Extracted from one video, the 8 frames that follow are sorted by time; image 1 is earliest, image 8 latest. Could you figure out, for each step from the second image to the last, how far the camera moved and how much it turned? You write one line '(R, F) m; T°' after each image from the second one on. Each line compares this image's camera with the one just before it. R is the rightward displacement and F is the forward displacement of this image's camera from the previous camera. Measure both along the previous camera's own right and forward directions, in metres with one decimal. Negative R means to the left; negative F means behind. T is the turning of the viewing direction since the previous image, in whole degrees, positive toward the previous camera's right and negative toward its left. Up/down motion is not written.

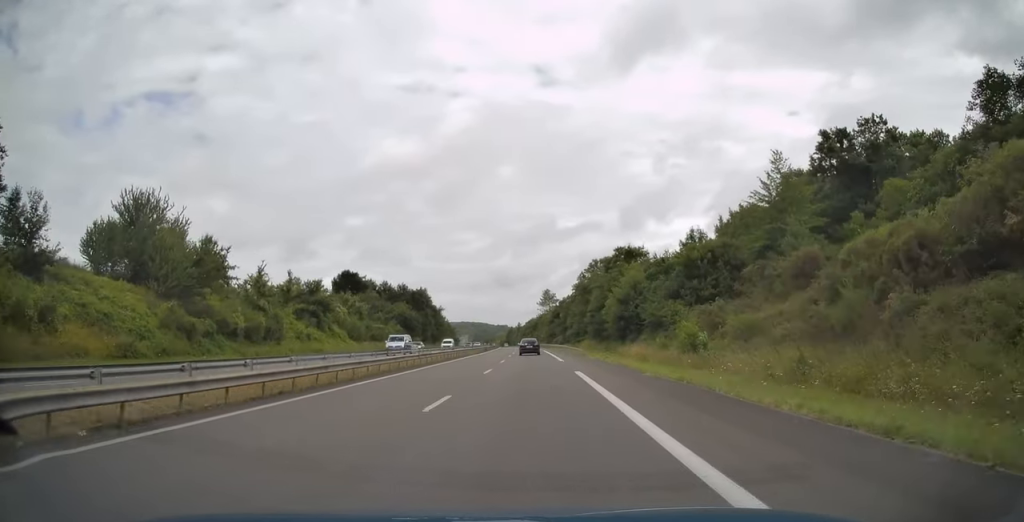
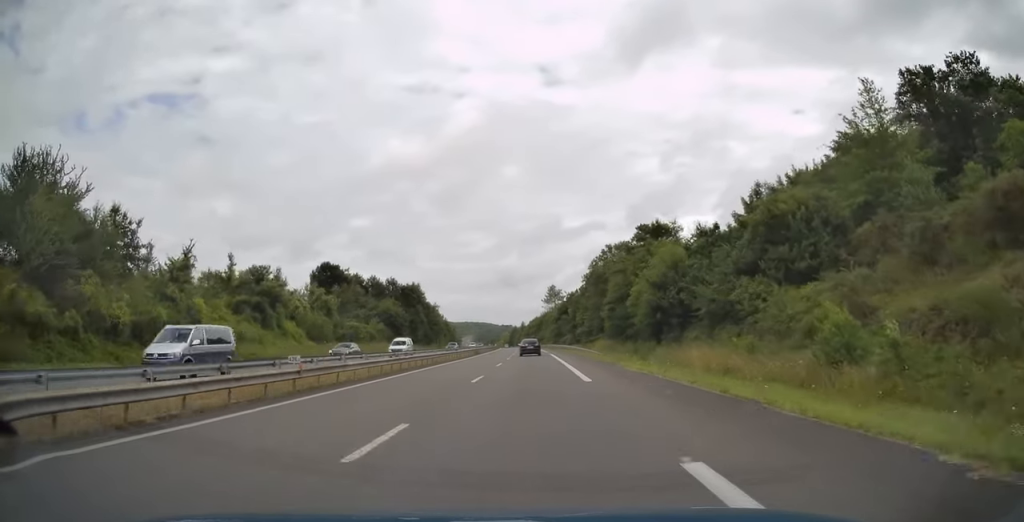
(0.0, +17.8) m; -1°
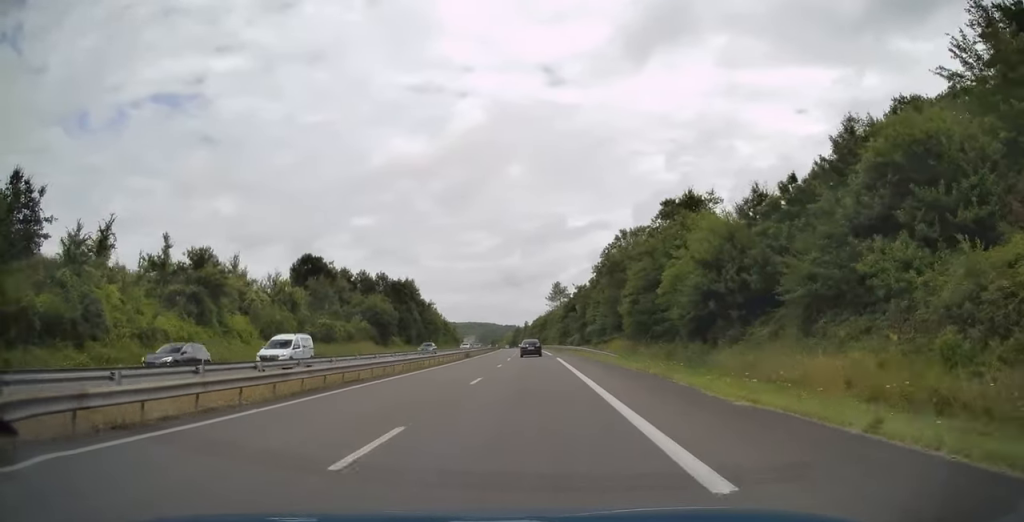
(-0.1, +13.5) m; 0°
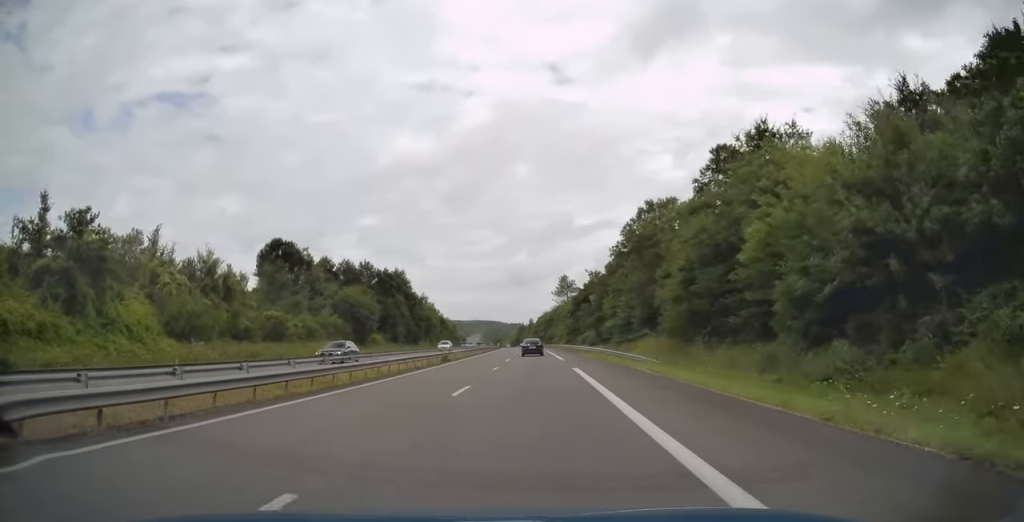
(0.0, +17.3) m; 0°
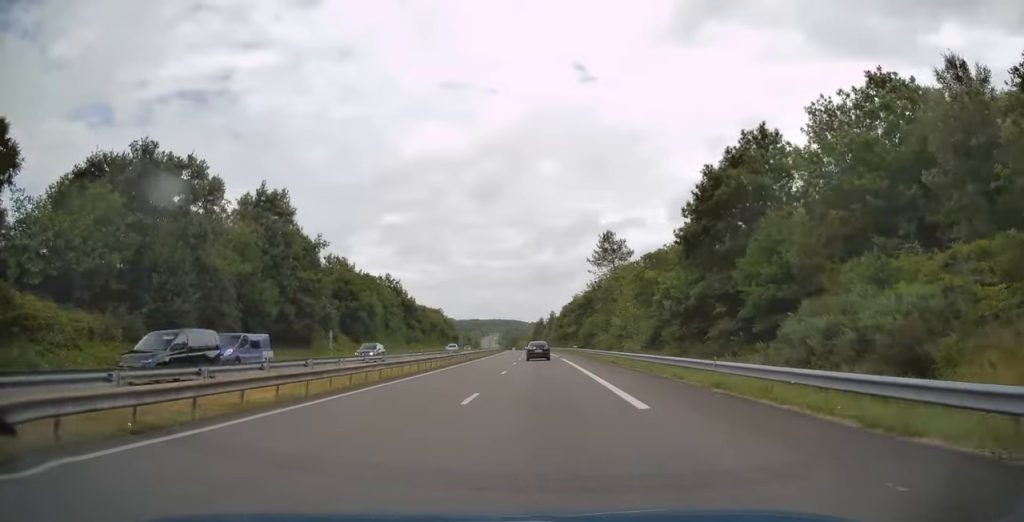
(-1.4, +79.7) m; -2°
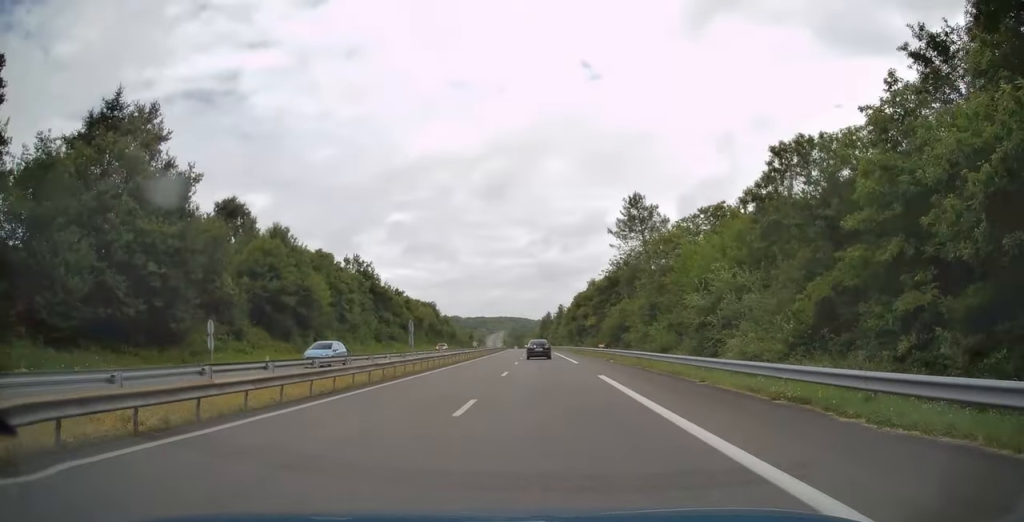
(-0.1, +28.3) m; -1°
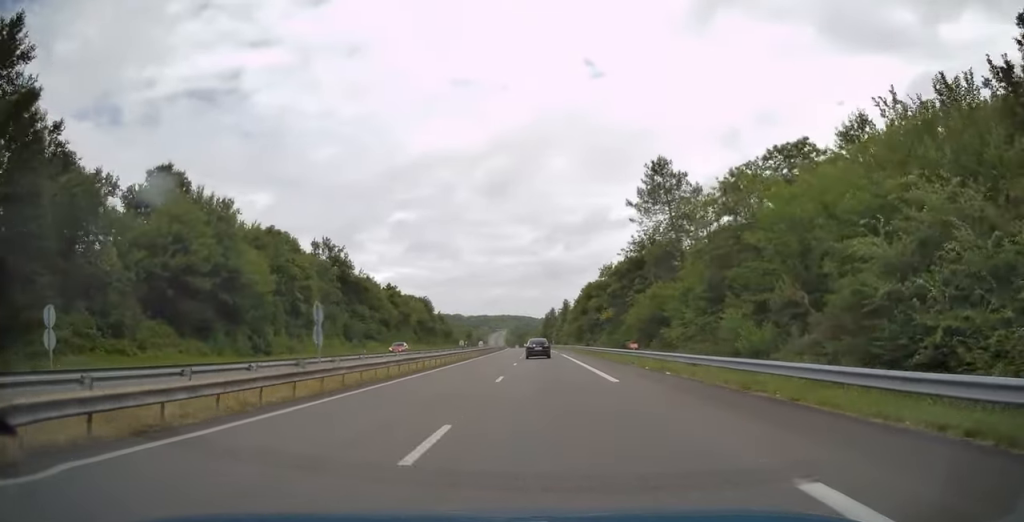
(-0.1, +17.4) m; 0°
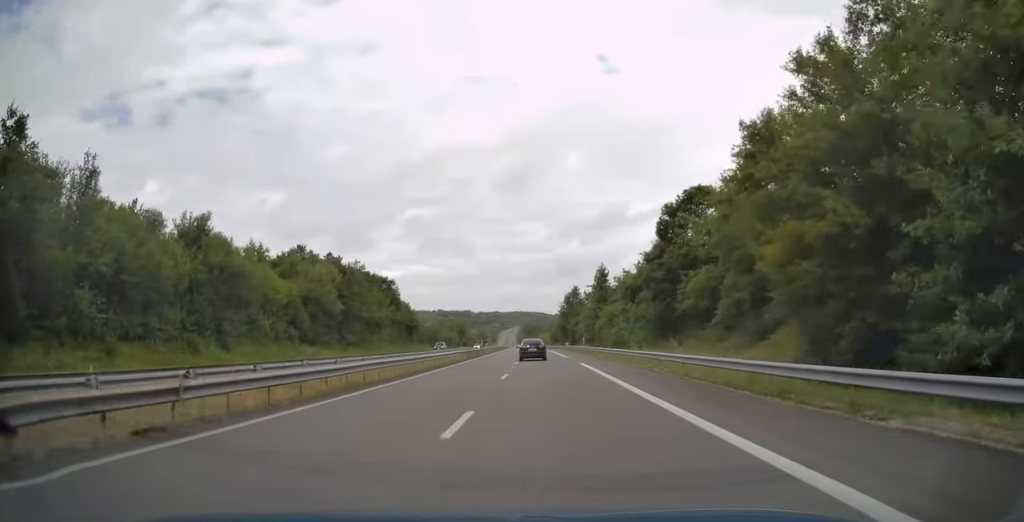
(-0.7, +76.4) m; -1°
